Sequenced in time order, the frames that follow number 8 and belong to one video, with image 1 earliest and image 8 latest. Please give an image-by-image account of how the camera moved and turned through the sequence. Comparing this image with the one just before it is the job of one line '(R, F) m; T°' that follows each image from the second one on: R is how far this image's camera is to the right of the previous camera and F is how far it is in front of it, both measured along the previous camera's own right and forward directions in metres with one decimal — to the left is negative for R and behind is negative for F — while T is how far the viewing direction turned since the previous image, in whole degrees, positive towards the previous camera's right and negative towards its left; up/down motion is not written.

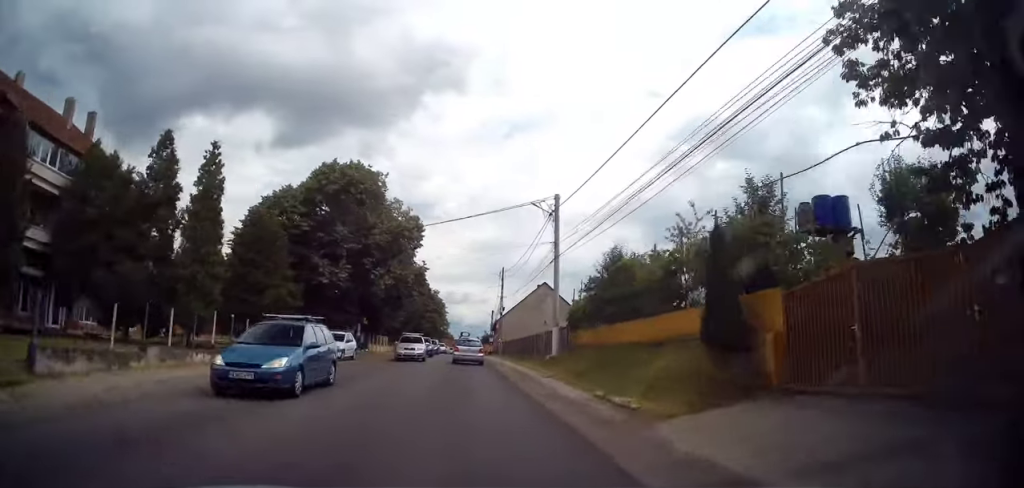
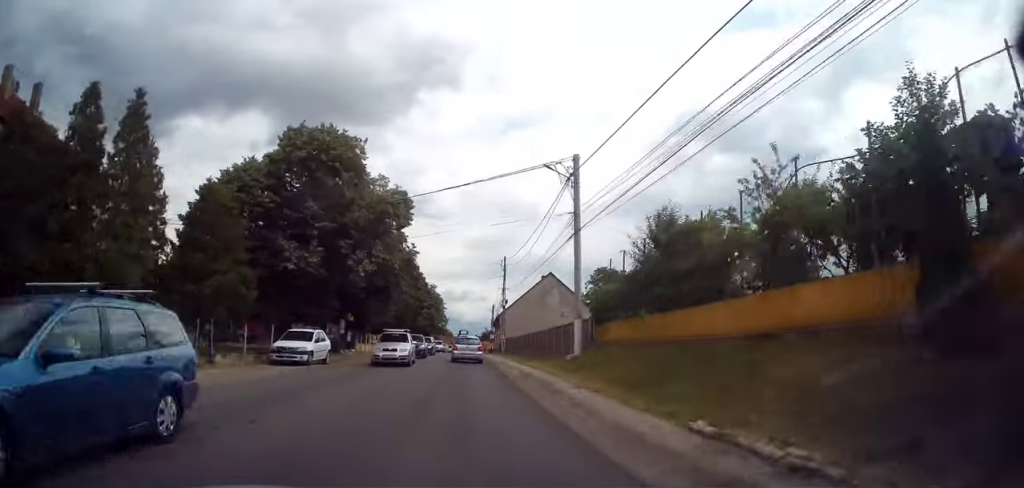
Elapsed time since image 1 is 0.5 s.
(-0.1, +5.7) m; 0°
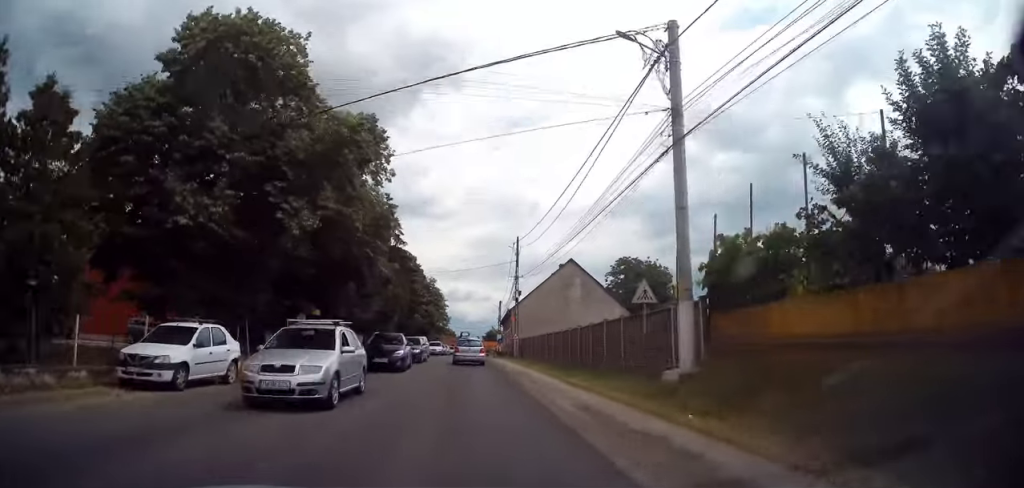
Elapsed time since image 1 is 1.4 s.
(-0.1, +10.7) m; 0°
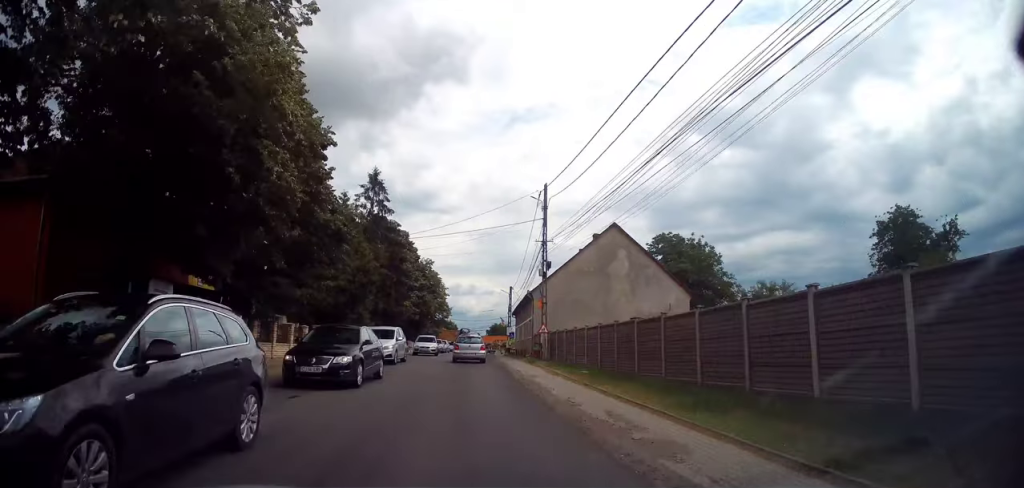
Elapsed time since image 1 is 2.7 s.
(0.0, +14.4) m; -2°
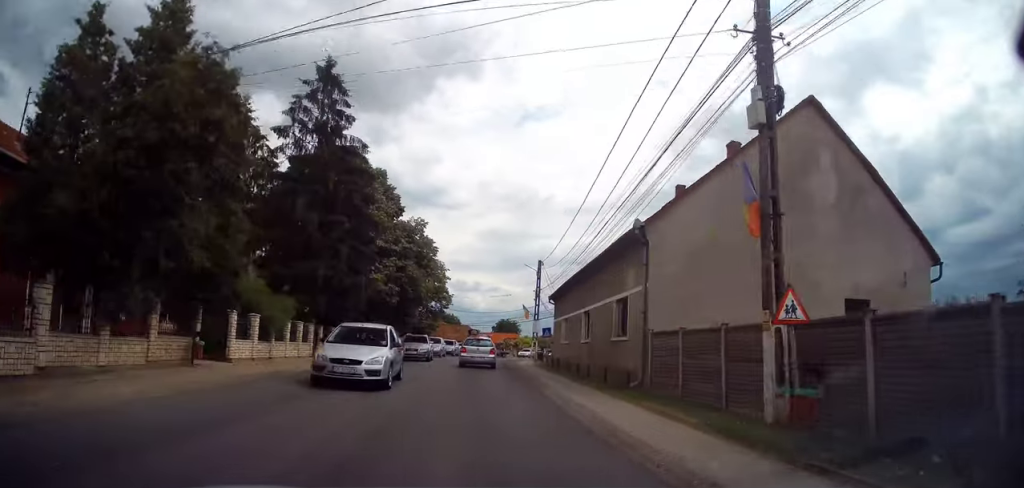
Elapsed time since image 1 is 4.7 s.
(-0.4, +22.0) m; +1°
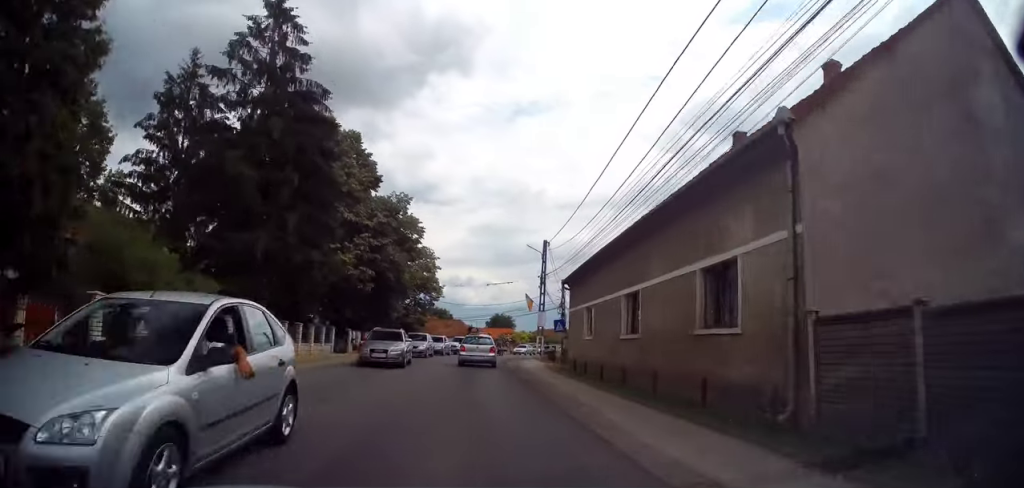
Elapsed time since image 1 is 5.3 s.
(0.0, +7.3) m; +1°
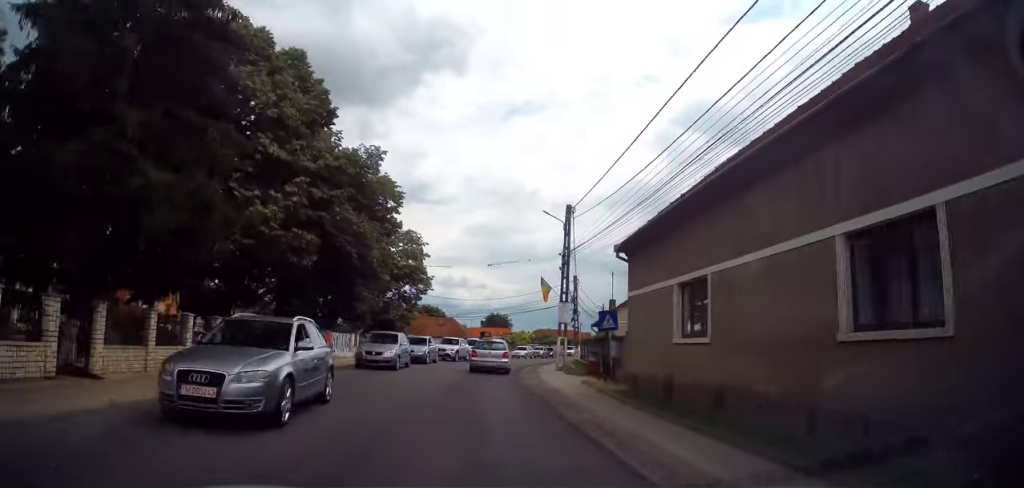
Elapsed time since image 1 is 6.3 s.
(+0.3, +10.7) m; 0°
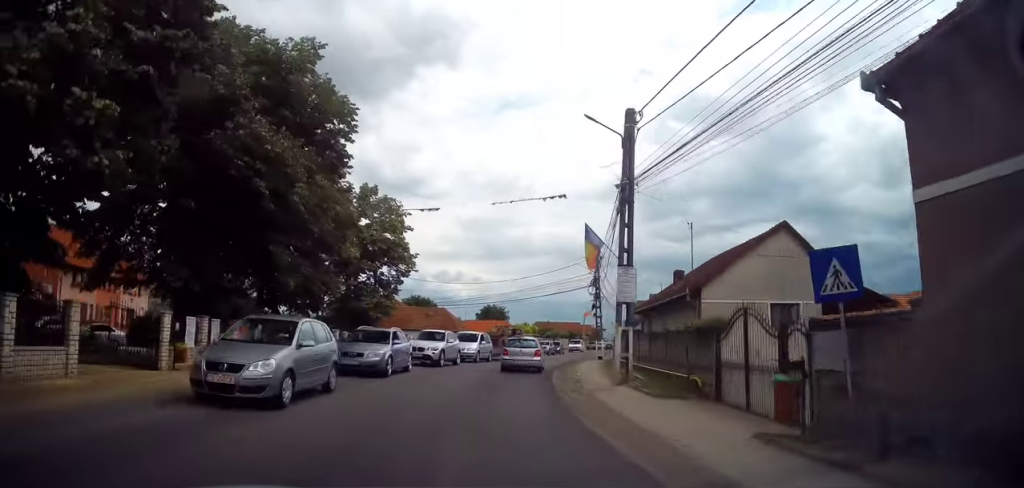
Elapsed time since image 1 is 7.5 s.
(-0.4, +11.8) m; 0°
